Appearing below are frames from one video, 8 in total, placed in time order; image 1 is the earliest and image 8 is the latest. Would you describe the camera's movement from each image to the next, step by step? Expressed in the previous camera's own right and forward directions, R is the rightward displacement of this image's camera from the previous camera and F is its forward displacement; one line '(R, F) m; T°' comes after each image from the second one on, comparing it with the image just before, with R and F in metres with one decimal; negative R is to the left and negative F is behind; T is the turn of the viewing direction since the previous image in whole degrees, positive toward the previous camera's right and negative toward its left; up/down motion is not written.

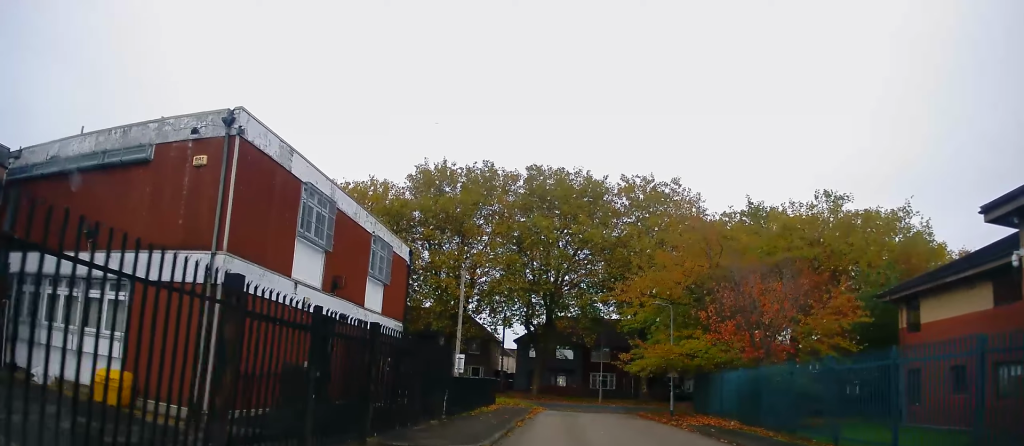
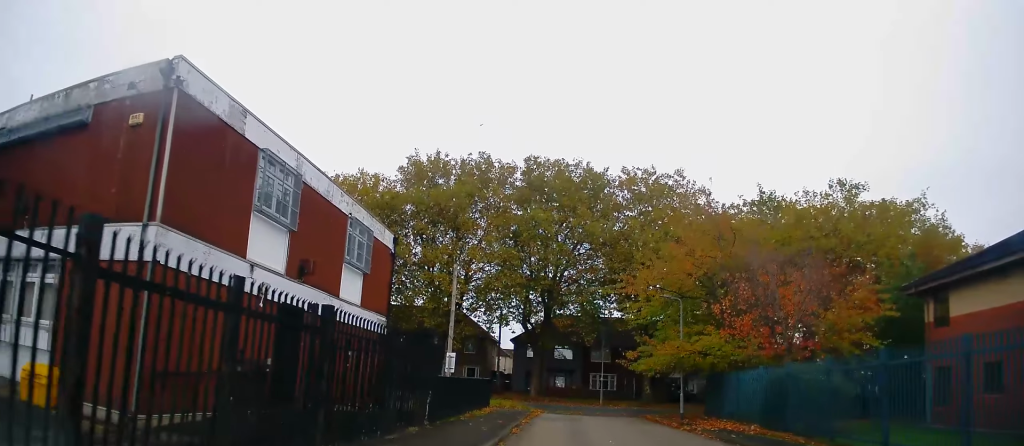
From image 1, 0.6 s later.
(0.0, +2.3) m; -4°
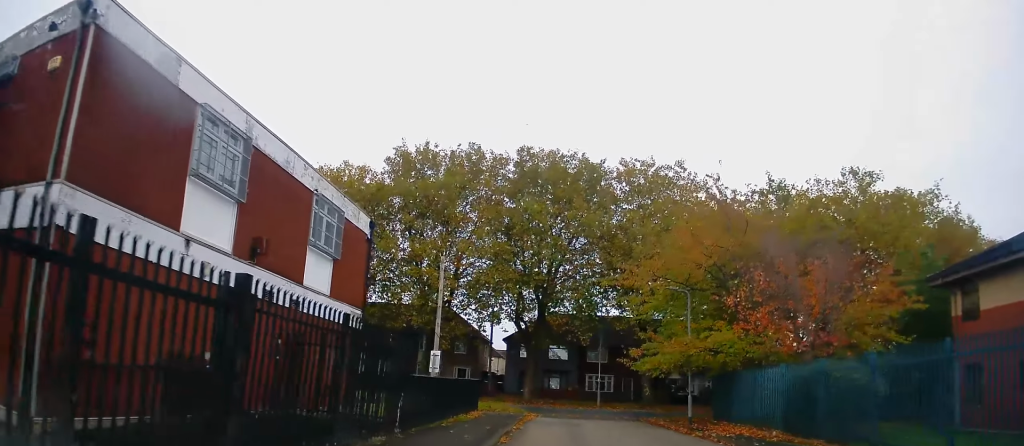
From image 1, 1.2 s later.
(0.0, +2.3) m; -1°
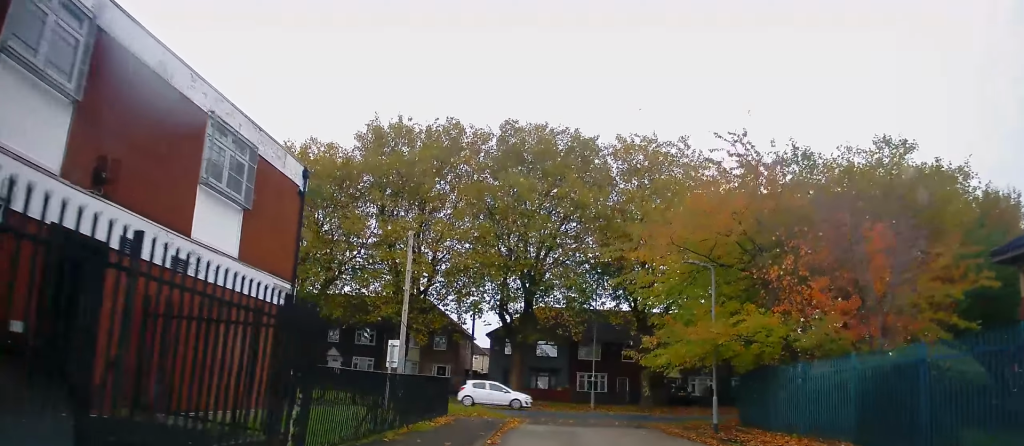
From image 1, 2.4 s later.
(0.0, +4.7) m; +5°
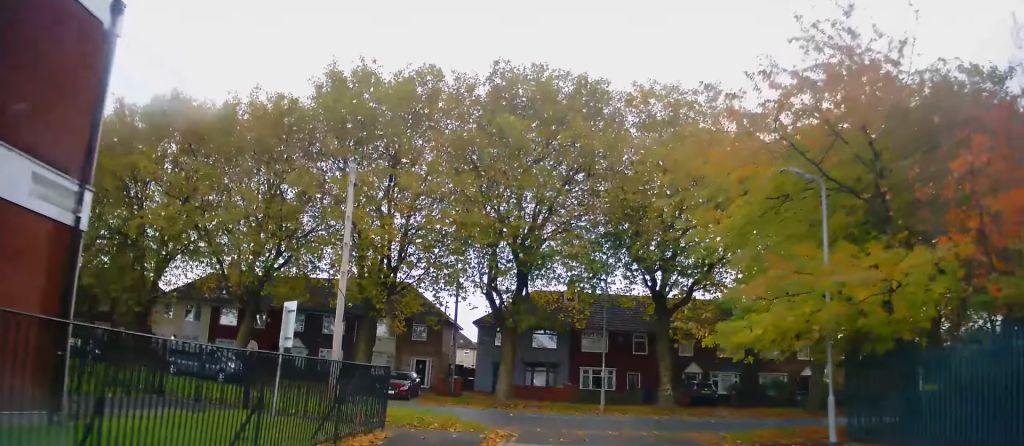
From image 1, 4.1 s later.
(+0.4, +7.6) m; +1°
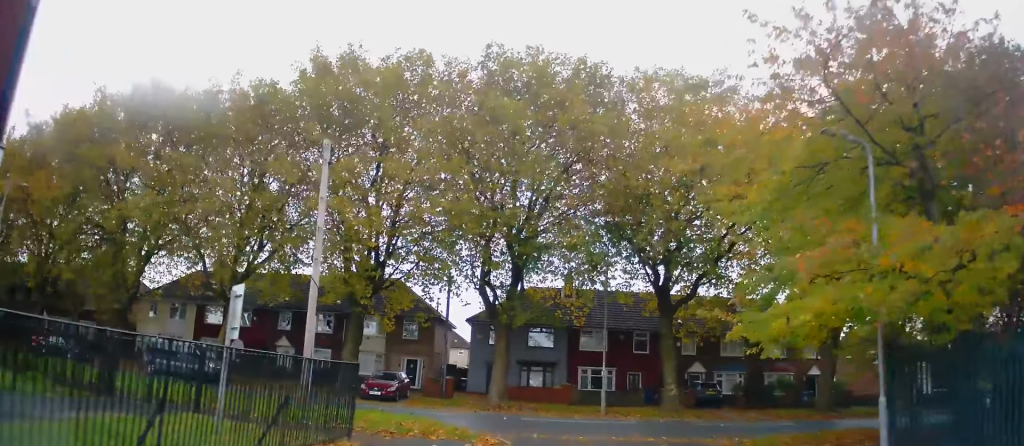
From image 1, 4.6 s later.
(0.0, +1.9) m; 0°
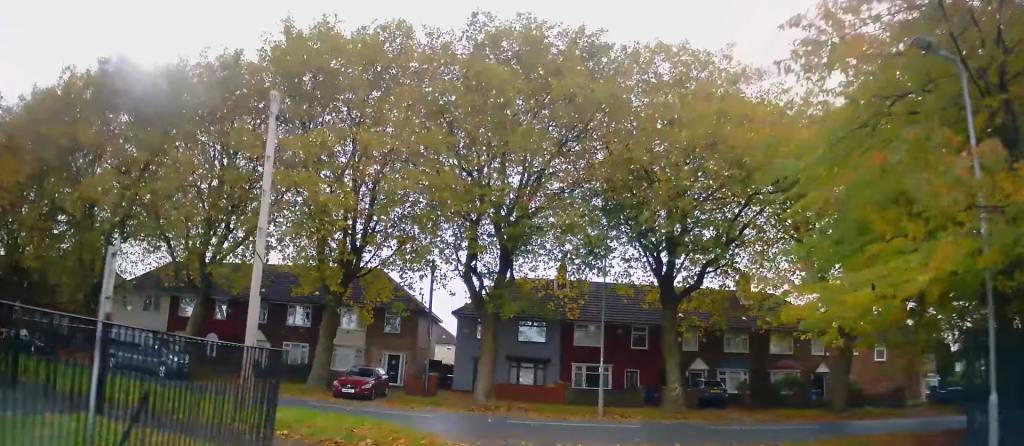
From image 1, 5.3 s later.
(0.0, +2.8) m; 0°
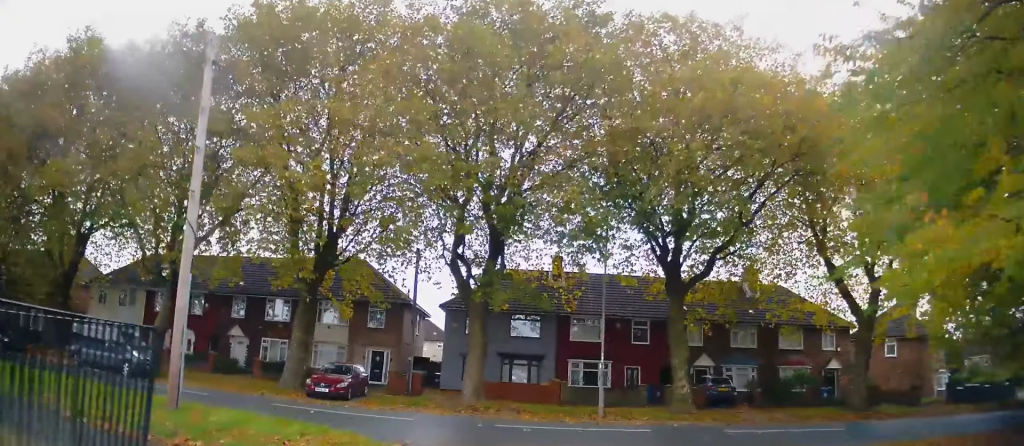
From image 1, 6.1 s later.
(0.0, +2.6) m; 0°
